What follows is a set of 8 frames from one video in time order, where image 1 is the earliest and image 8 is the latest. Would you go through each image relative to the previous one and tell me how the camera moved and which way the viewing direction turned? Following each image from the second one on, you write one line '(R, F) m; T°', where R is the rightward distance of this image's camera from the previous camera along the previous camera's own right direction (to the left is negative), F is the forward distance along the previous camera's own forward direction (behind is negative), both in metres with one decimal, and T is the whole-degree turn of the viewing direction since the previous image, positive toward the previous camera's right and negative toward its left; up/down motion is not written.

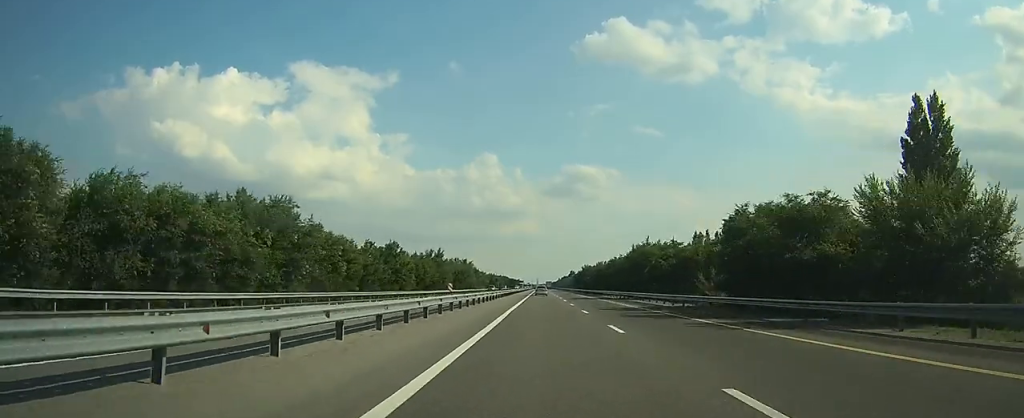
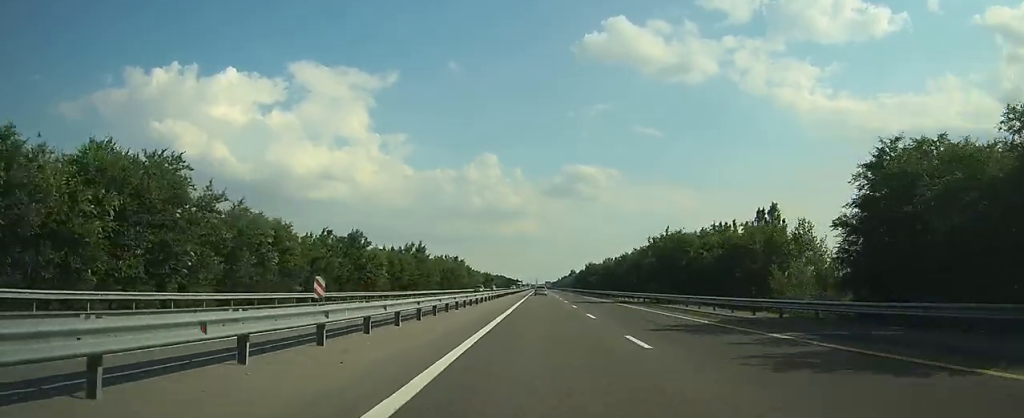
(0.0, +15.9) m; 0°
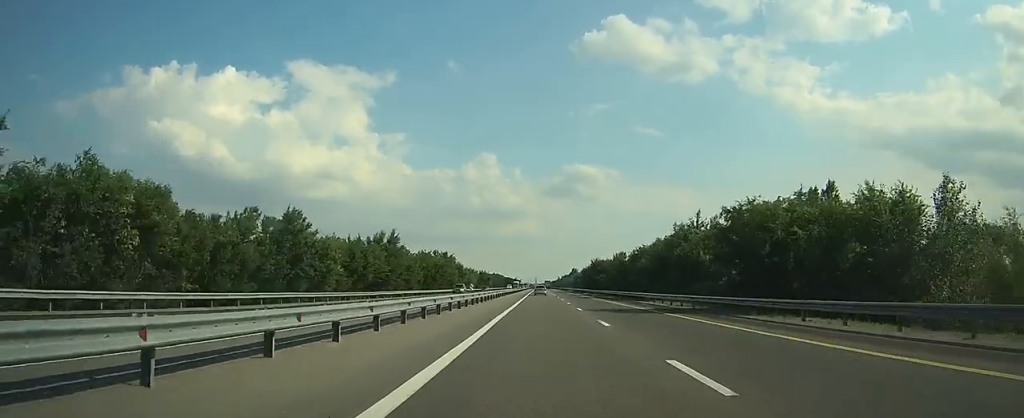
(-0.1, +16.9) m; 0°
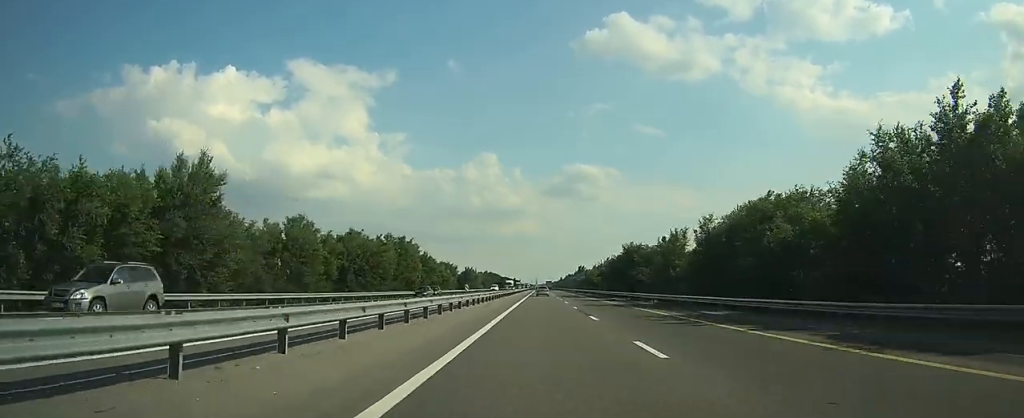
(+0.1, +44.0) m; 0°
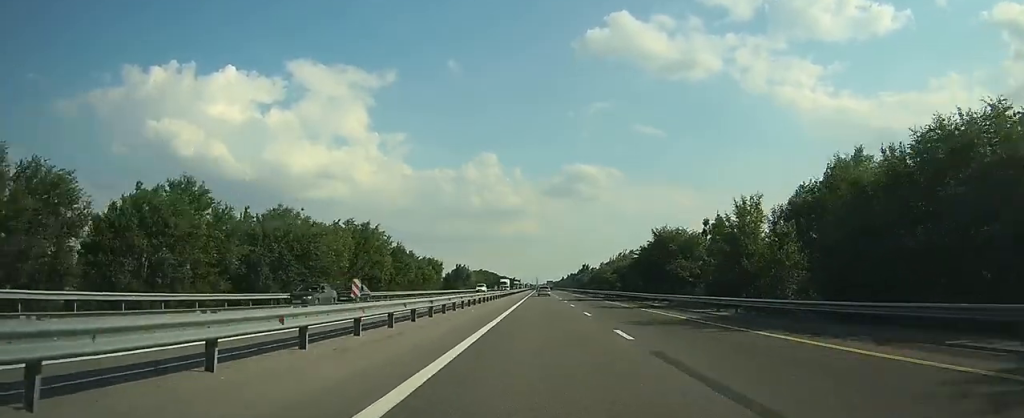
(0.0, +20.1) m; 0°
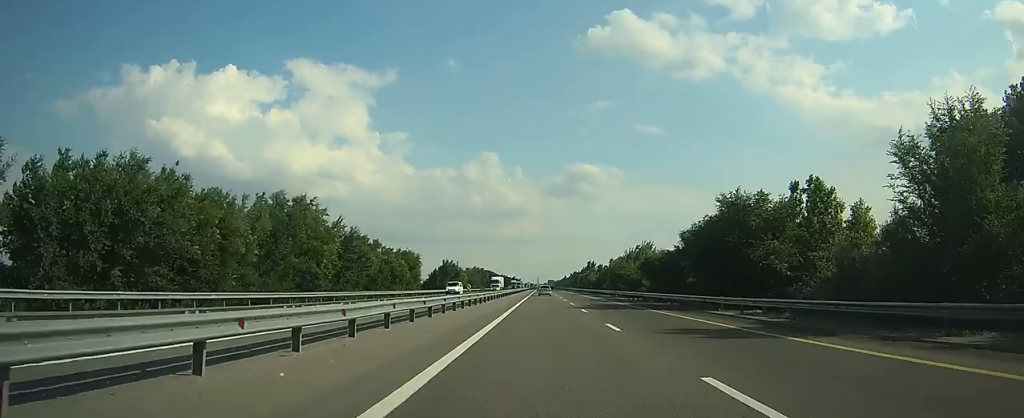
(0.0, +21.3) m; 0°
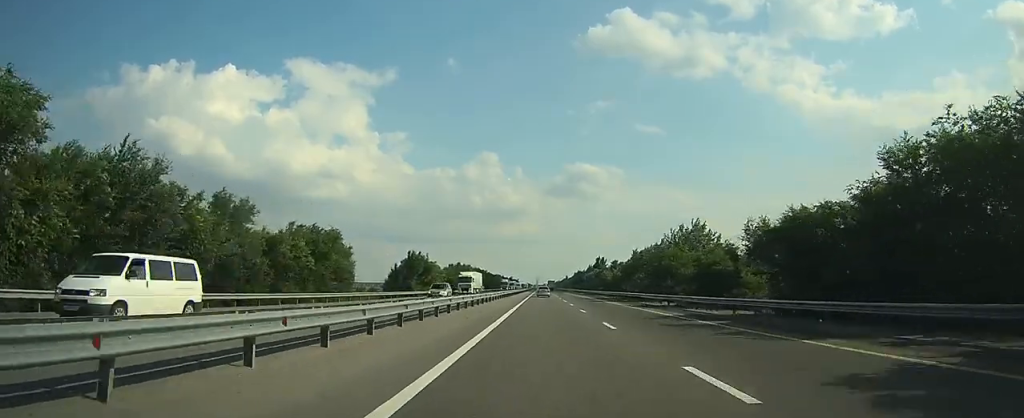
(0.0, +34.6) m; 0°
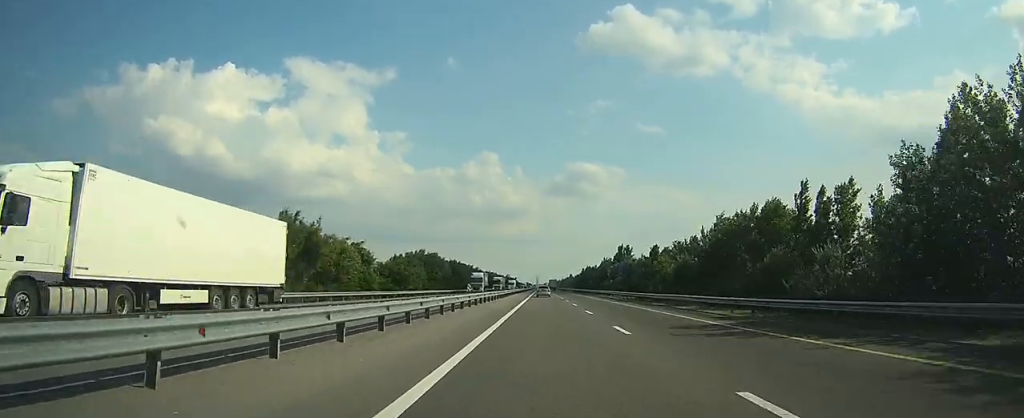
(0.0, +50.3) m; 0°
